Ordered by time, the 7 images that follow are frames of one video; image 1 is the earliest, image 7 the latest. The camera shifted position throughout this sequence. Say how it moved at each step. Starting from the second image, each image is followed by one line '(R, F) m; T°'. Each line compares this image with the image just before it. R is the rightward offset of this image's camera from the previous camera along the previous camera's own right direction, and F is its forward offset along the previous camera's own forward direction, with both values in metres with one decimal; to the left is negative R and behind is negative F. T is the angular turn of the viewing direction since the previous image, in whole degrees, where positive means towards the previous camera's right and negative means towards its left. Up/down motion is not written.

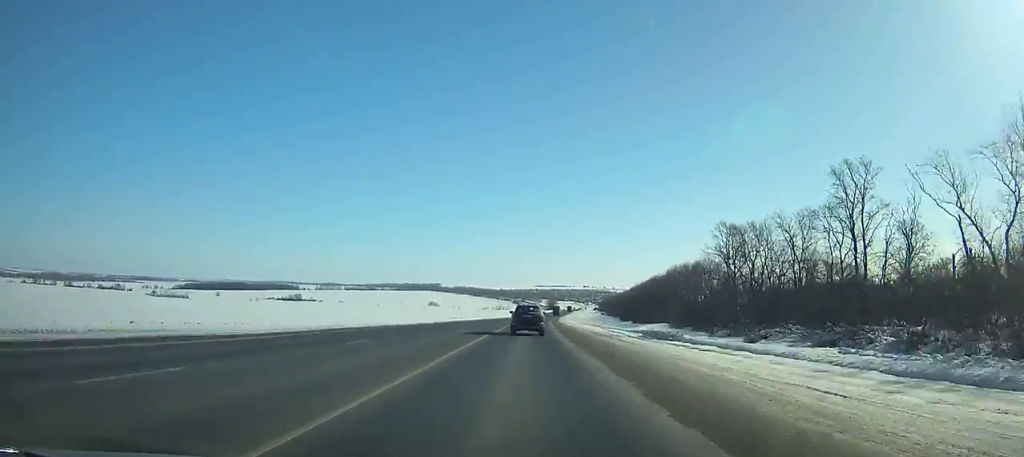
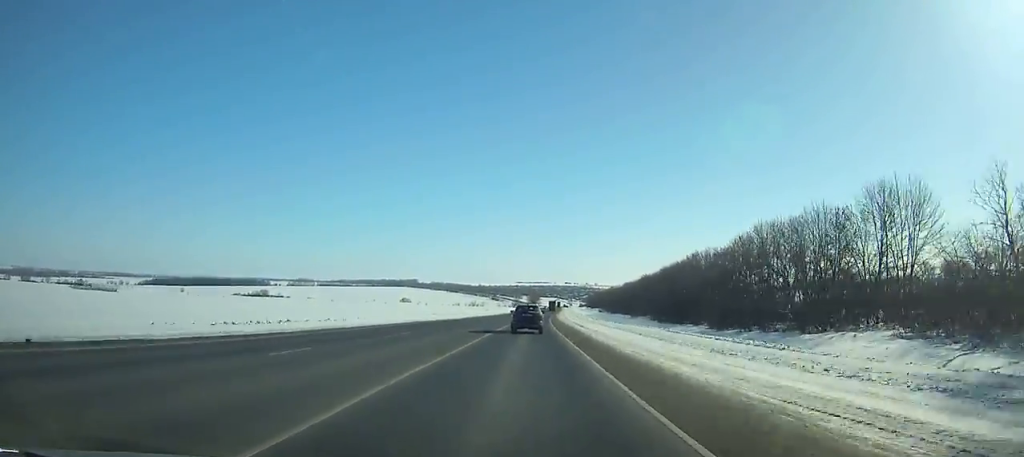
(+0.7, +76.5) m; +2°
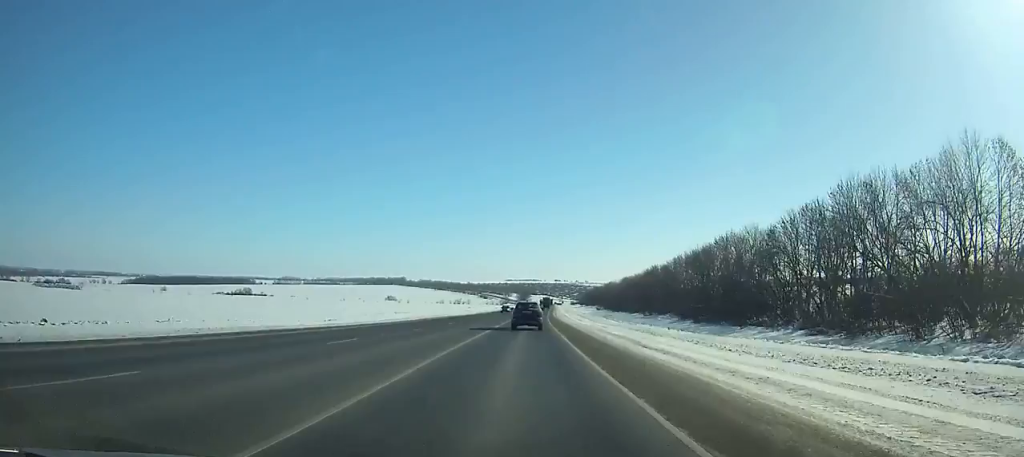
(0.0, +32.3) m; +1°
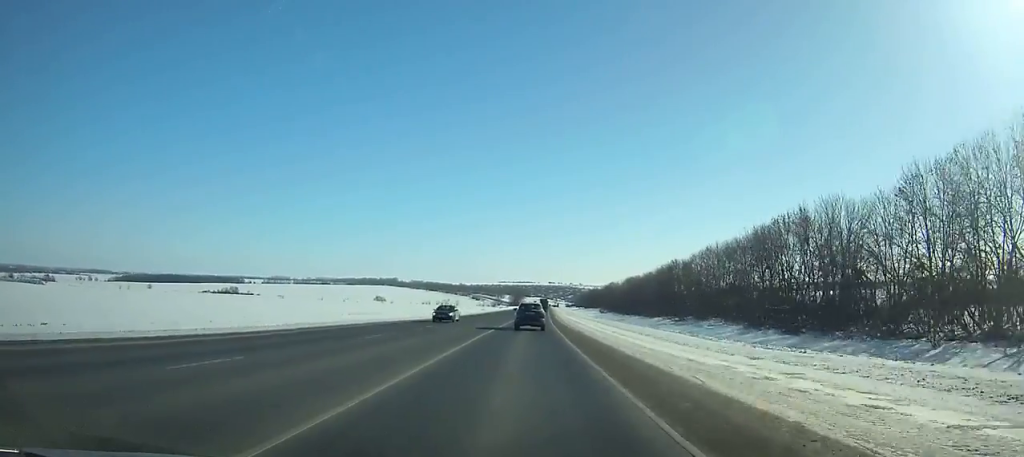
(+0.5, +32.6) m; +1°
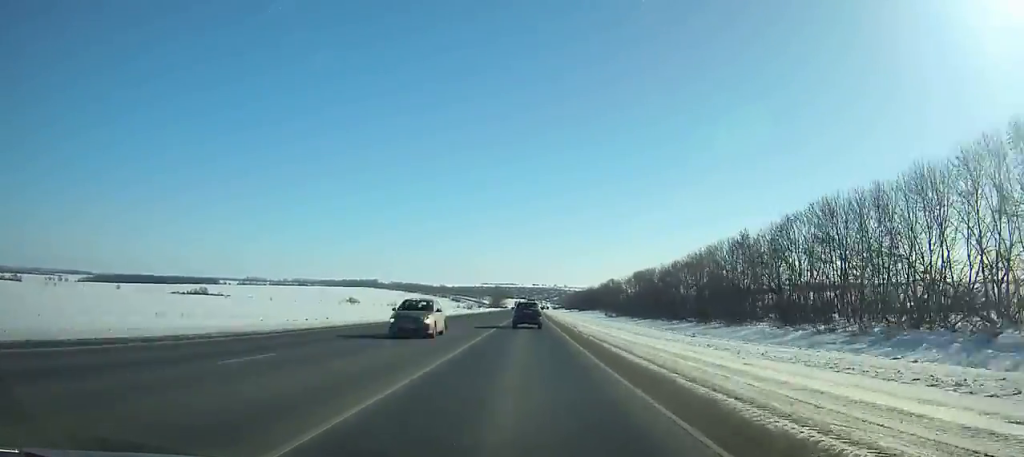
(+0.6, +57.9) m; +1°
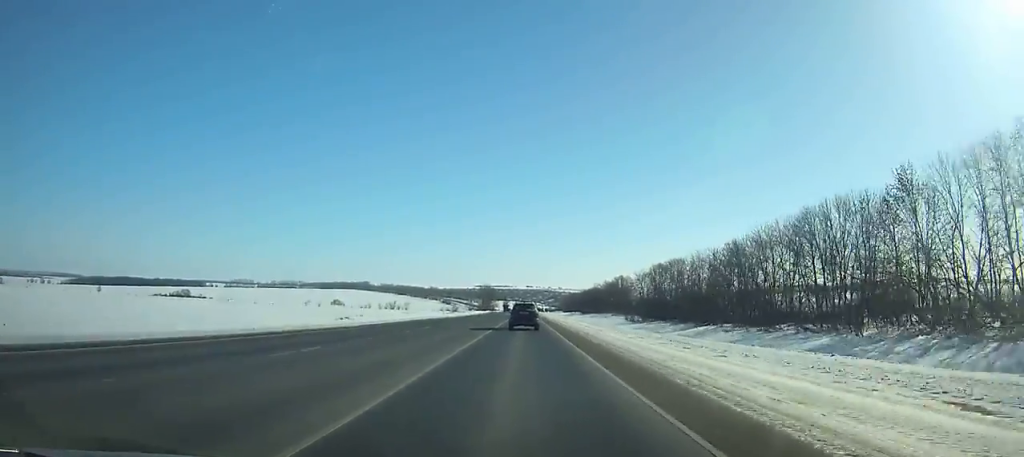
(+0.4, +43.3) m; +1°
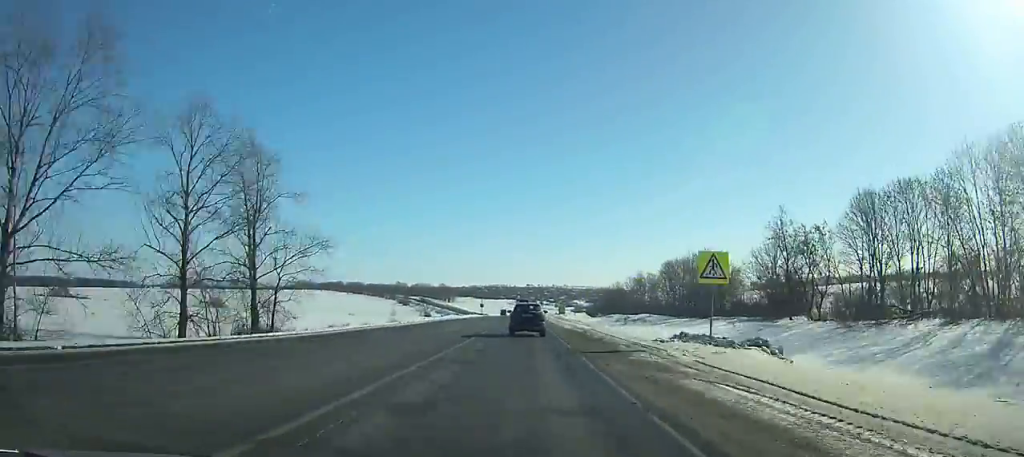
(+2.2, +338.9) m; 0°
